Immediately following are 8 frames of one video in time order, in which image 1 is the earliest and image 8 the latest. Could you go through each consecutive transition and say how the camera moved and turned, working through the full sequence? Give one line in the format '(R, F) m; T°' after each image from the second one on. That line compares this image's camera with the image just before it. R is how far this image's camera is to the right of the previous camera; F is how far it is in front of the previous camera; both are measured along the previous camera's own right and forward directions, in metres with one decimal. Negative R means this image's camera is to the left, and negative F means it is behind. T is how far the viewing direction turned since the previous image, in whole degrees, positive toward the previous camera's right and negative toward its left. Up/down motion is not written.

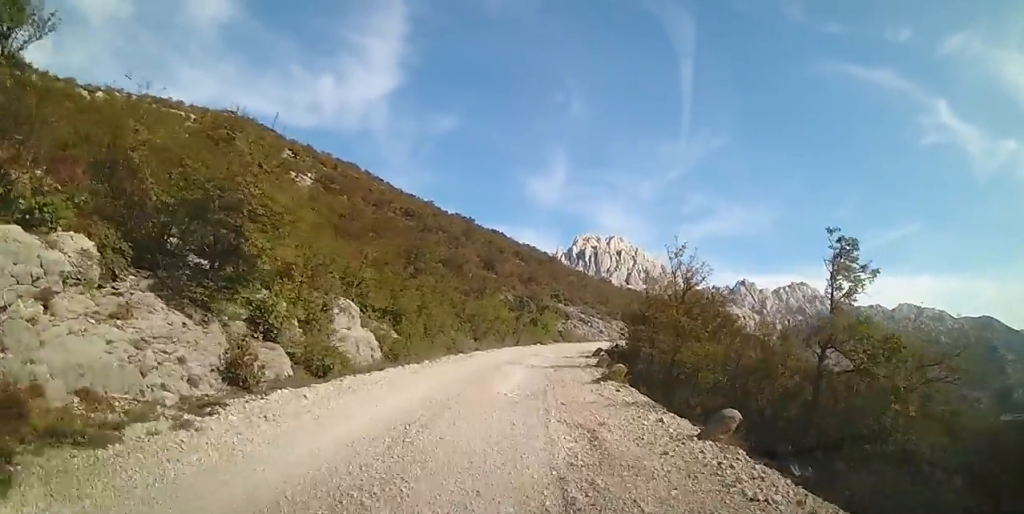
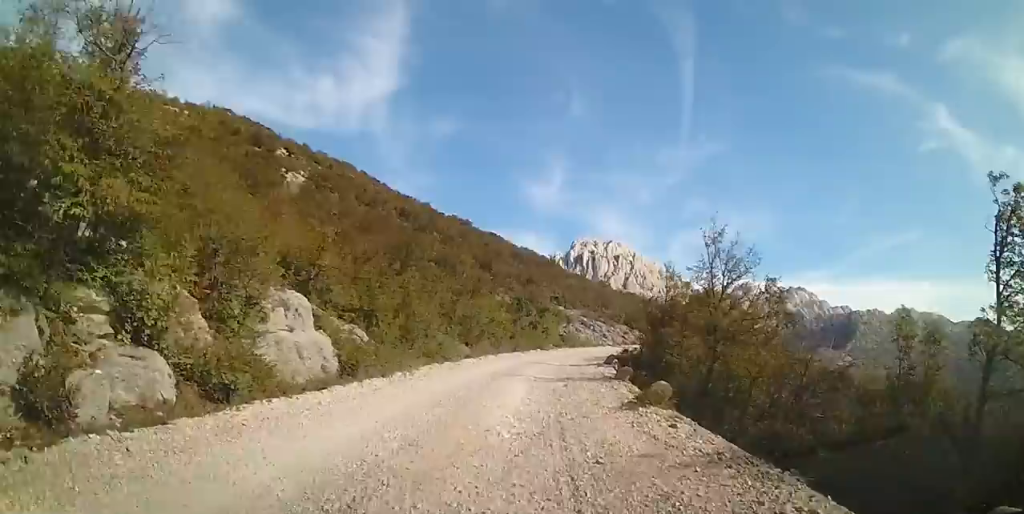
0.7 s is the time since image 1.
(+0.2, +4.1) m; 0°
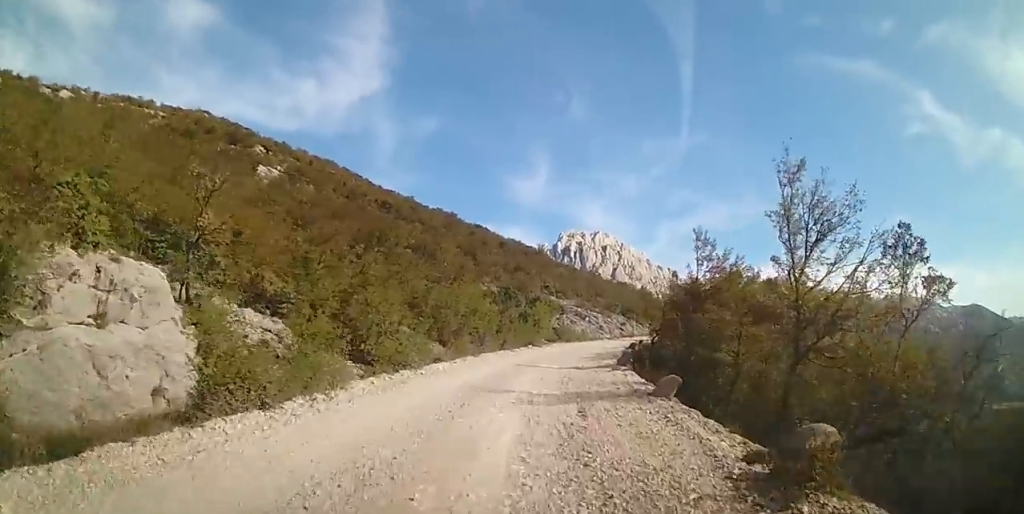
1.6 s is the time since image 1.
(-0.1, +5.7) m; +3°
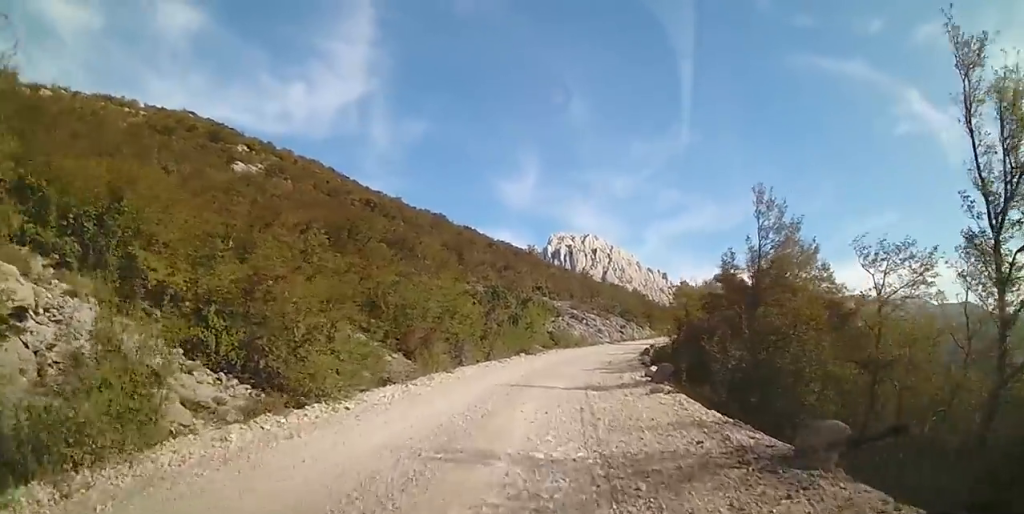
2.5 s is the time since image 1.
(+0.4, +5.7) m; +3°
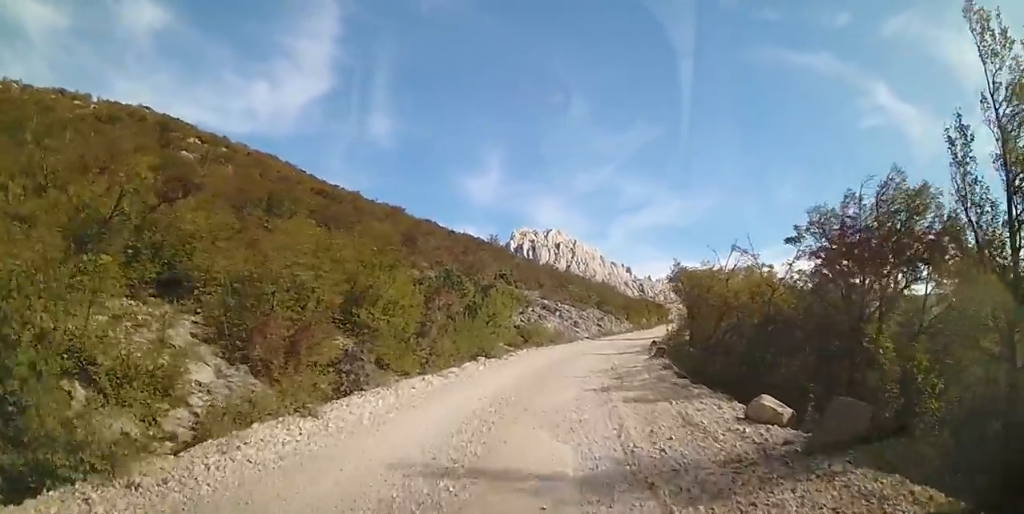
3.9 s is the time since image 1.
(-0.1, +8.5) m; +3°
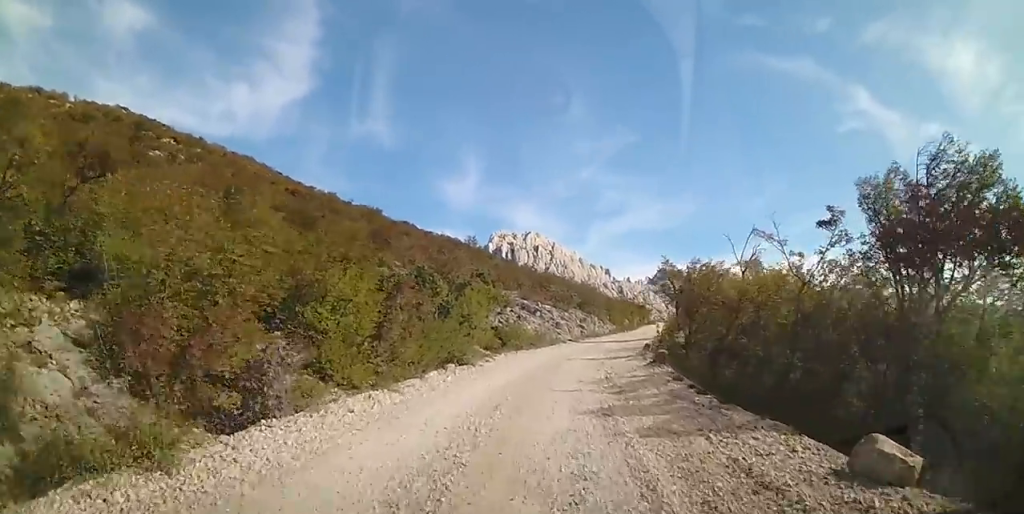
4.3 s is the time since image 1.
(+0.3, +2.7) m; +3°
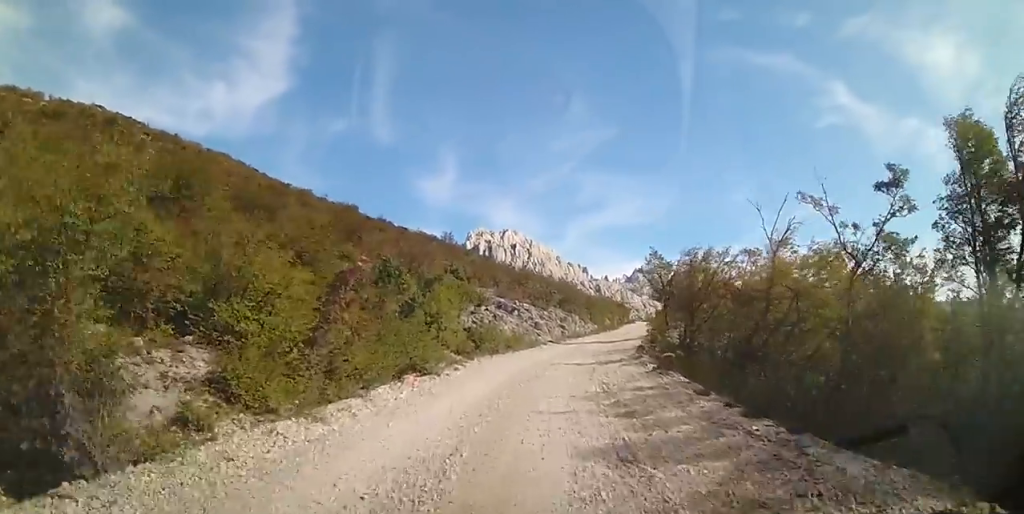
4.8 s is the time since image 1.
(+0.2, +3.0) m; +3°
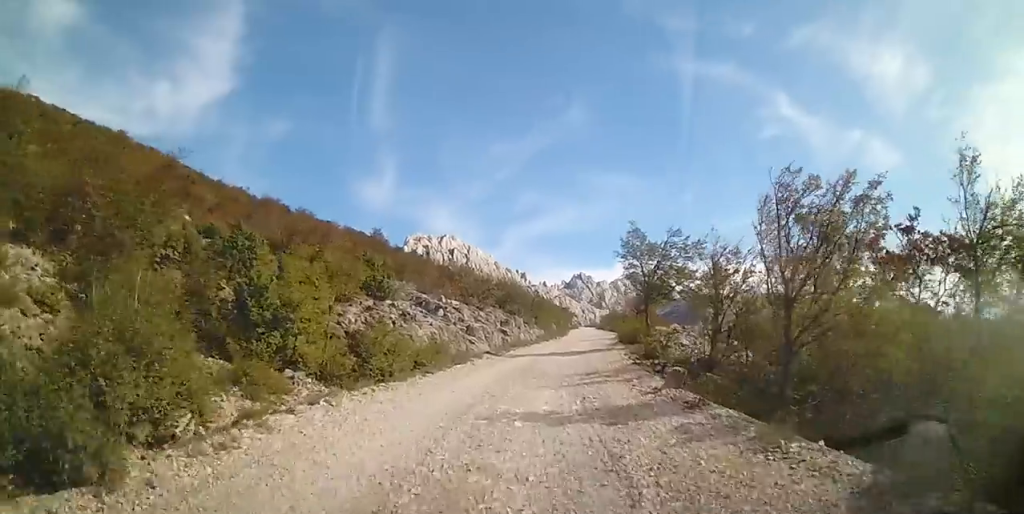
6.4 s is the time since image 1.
(+0.8, +10.4) m; +7°
